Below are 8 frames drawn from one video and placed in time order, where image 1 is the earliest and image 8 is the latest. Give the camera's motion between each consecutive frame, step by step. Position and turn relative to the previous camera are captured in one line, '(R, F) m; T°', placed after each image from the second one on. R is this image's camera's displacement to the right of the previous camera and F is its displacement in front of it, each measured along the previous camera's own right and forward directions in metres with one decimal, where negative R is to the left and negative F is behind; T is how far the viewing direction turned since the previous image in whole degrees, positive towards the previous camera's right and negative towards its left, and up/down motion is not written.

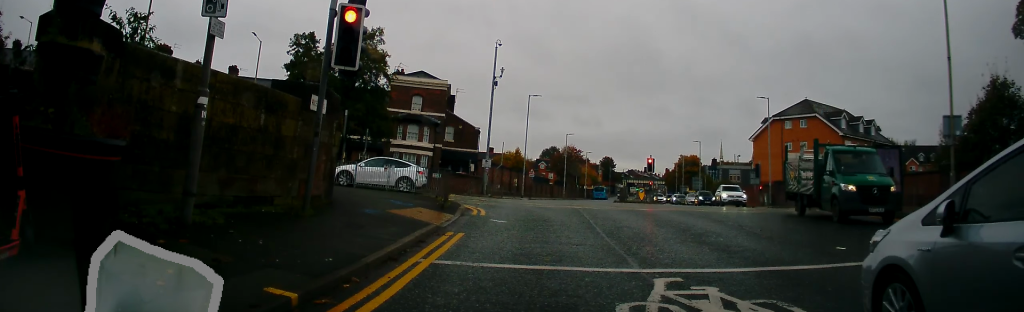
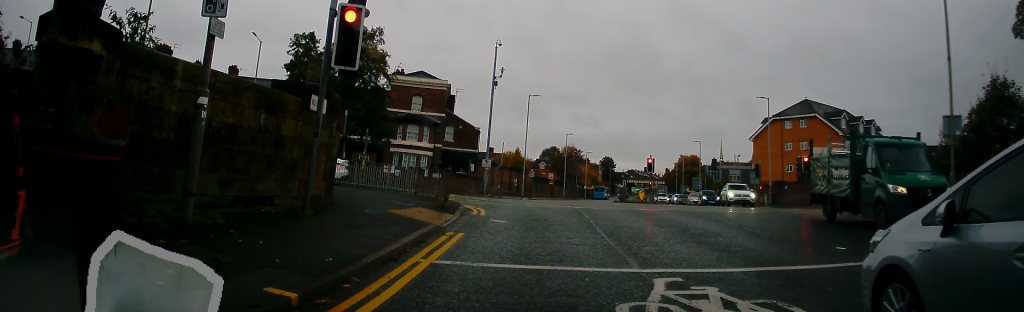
(0.0, 0.0) m; 0°
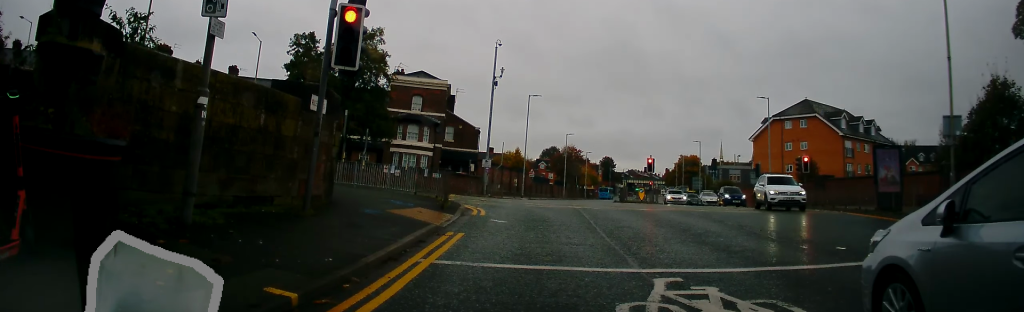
(0.0, 0.0) m; 0°
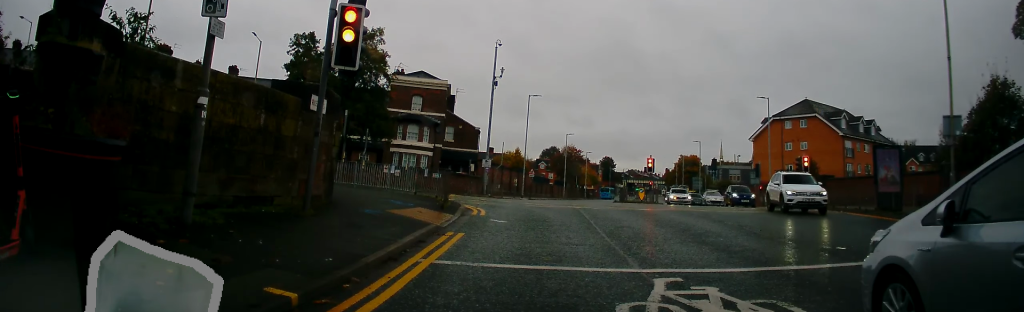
(0.0, 0.0) m; 0°
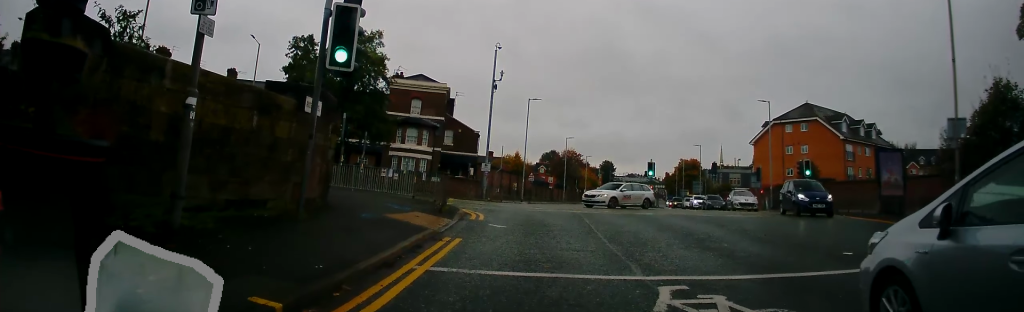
(0.0, +0.2) m; 0°
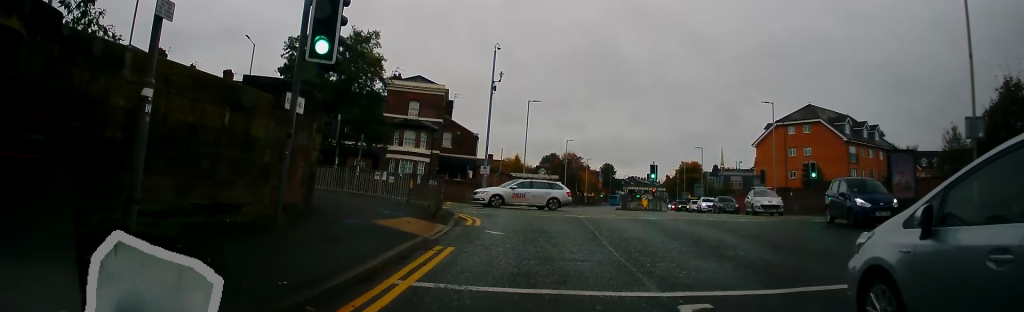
(+0.1, +0.6) m; +2°
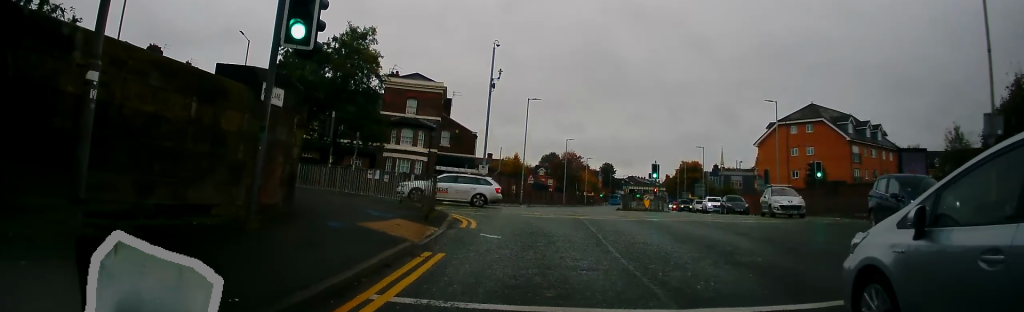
(0.0, +0.5) m; +2°
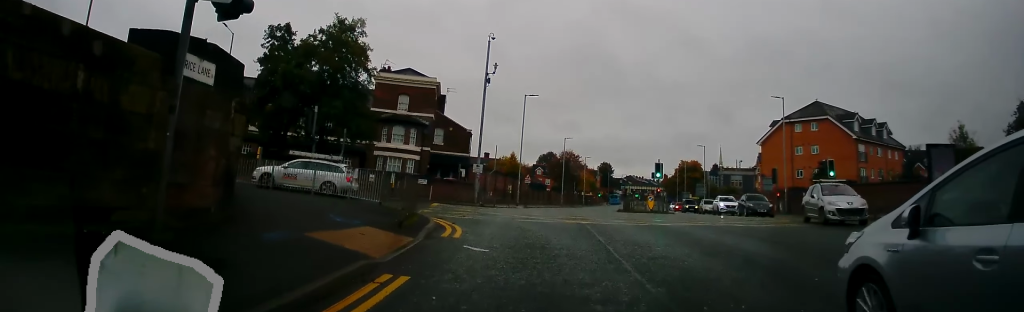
(0.0, +1.9) m; +3°
